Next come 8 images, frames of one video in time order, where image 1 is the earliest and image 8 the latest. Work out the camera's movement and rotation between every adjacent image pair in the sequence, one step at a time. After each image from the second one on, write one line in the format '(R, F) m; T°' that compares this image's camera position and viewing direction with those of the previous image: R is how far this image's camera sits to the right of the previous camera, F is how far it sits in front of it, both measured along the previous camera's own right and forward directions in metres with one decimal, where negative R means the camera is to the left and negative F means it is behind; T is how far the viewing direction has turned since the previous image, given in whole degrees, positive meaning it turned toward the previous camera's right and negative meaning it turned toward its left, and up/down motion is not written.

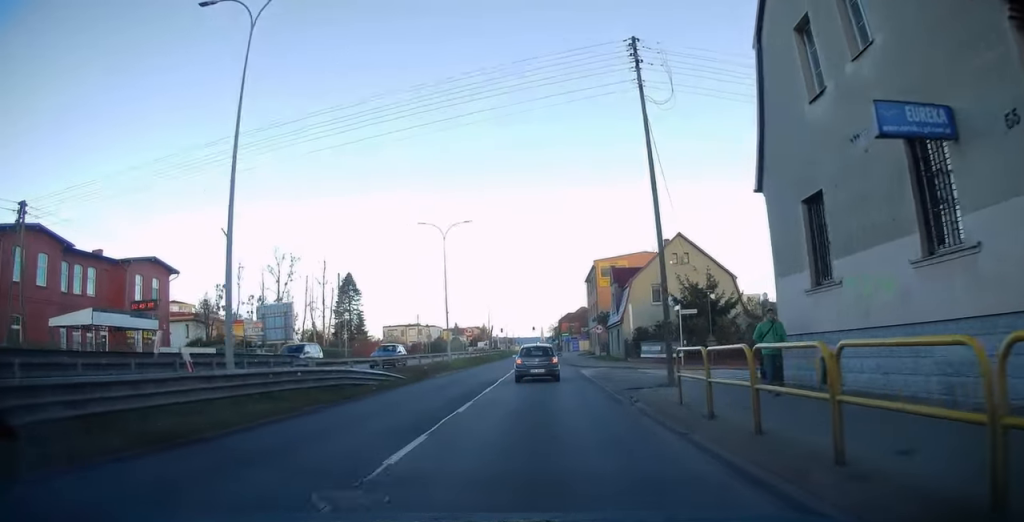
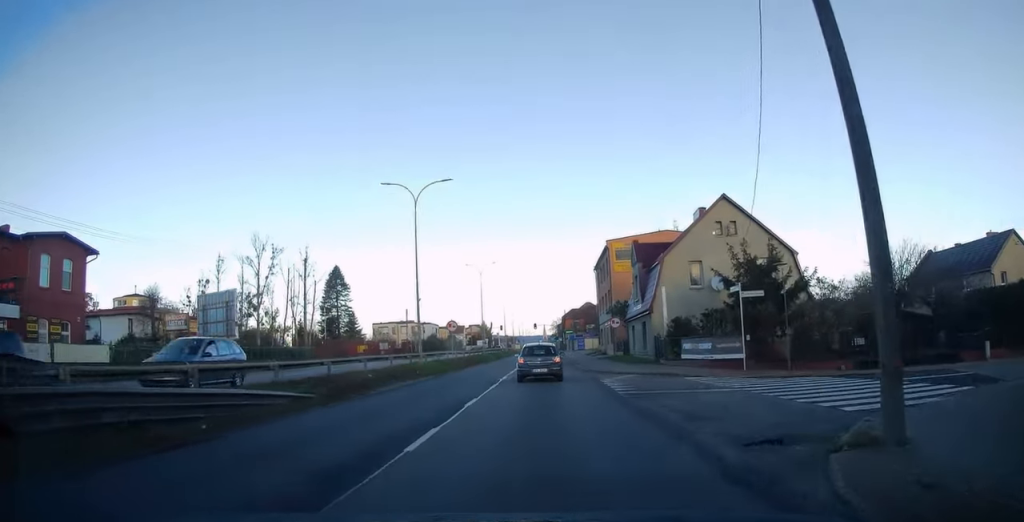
(0.0, +10.9) m; 0°
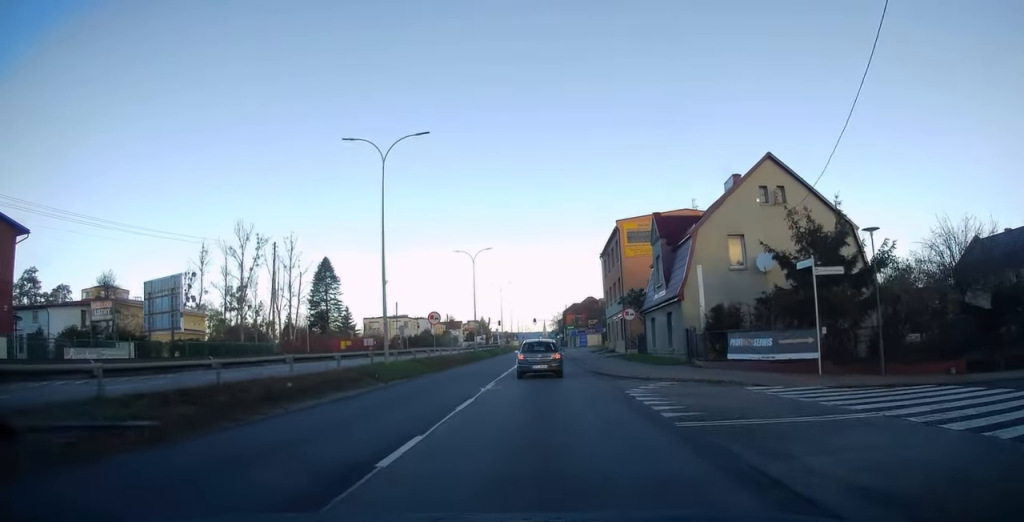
(+0.1, +7.2) m; 0°
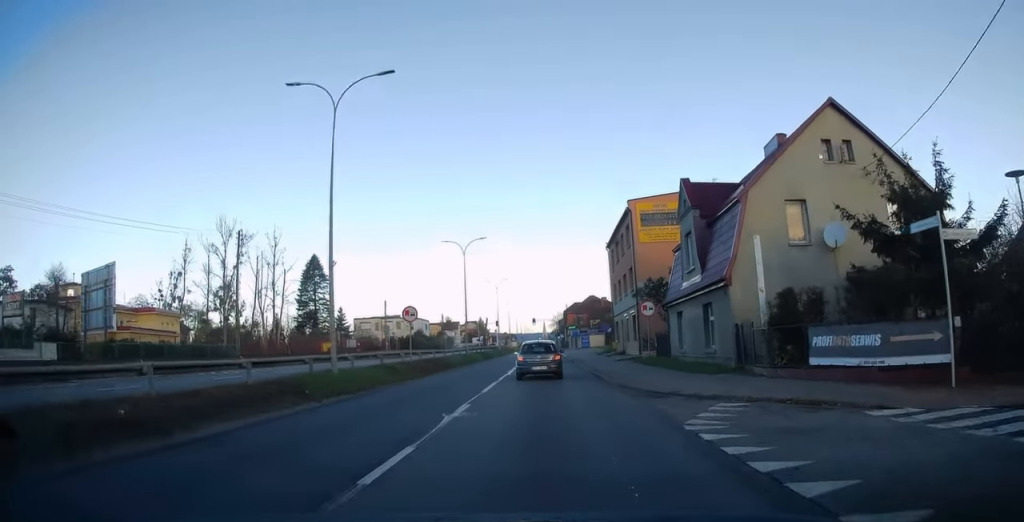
(+0.1, +6.6) m; 0°
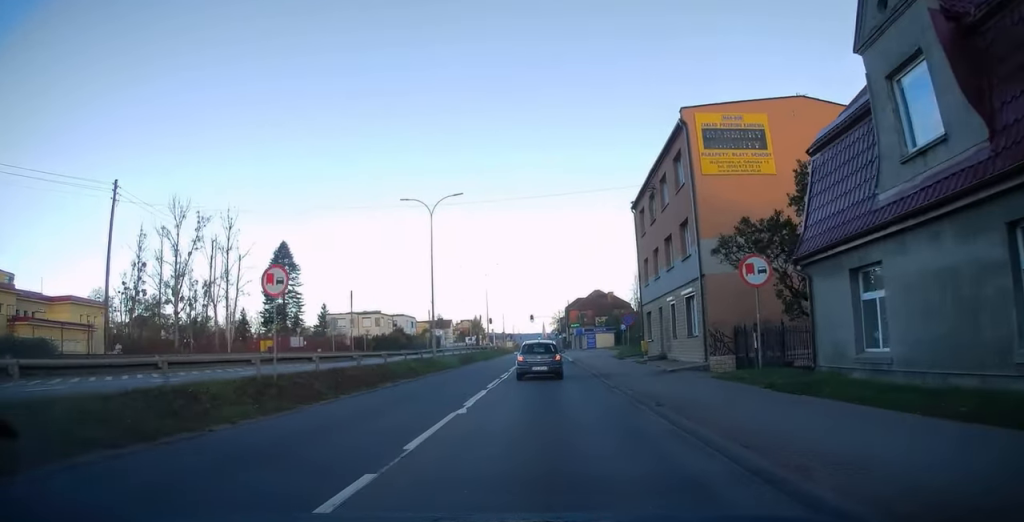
(-0.2, +15.6) m; -1°
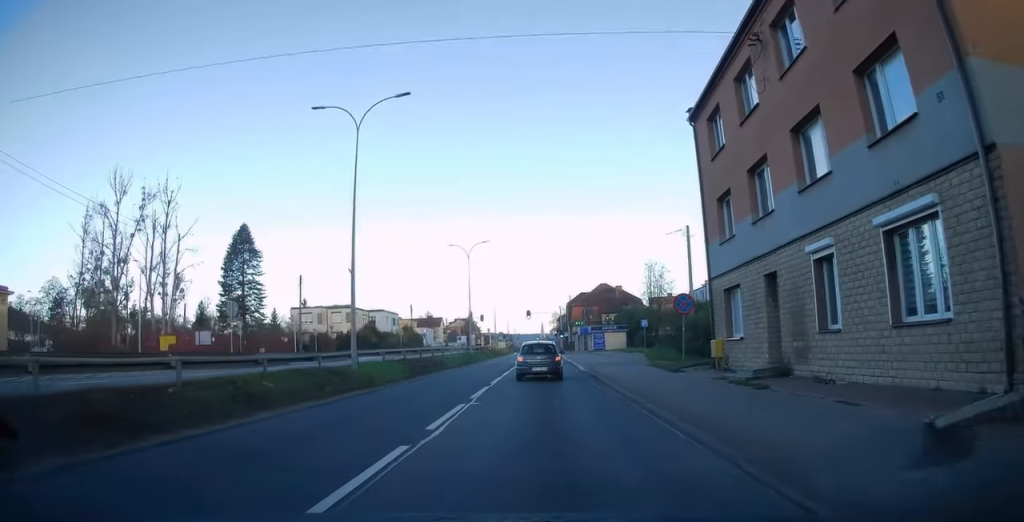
(-0.1, +15.6) m; 0°
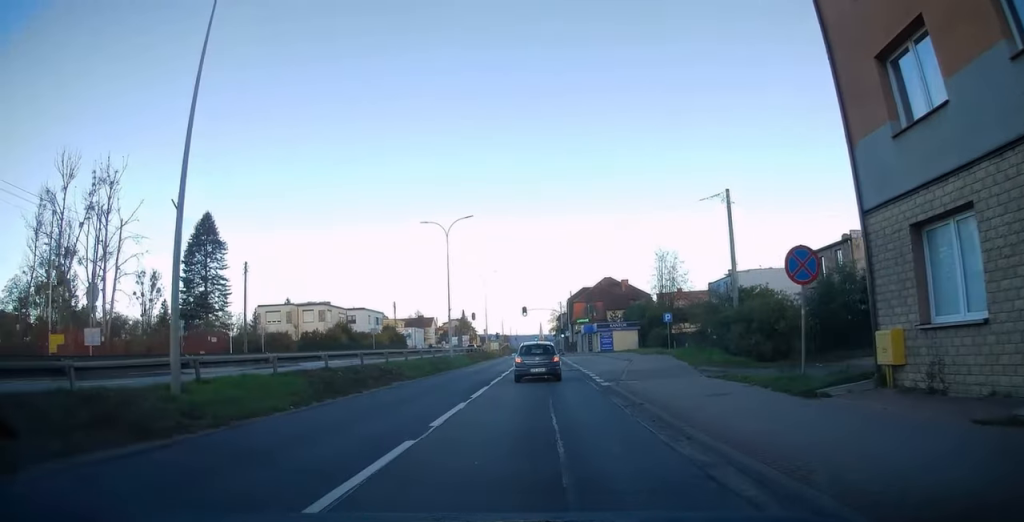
(+0.1, +10.9) m; 0°
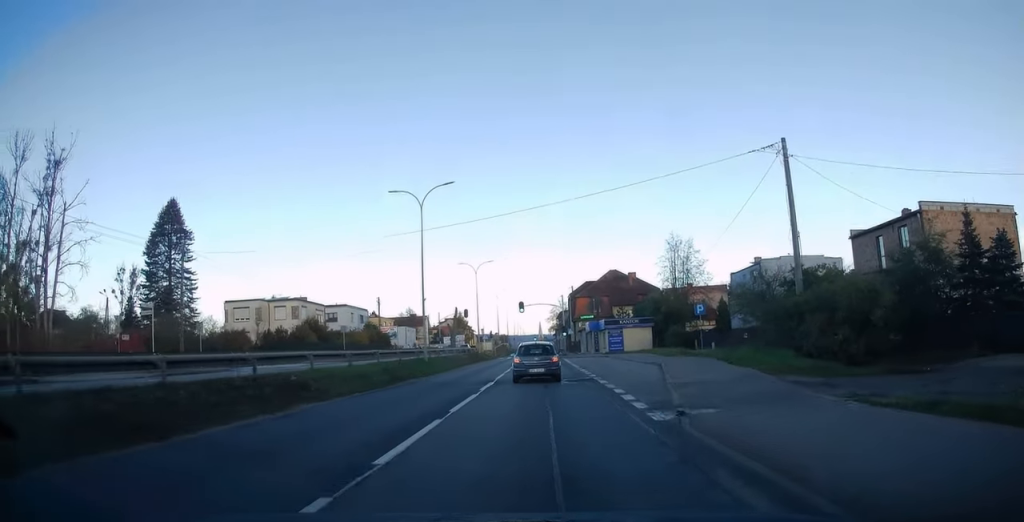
(0.0, +9.1) m; 0°
